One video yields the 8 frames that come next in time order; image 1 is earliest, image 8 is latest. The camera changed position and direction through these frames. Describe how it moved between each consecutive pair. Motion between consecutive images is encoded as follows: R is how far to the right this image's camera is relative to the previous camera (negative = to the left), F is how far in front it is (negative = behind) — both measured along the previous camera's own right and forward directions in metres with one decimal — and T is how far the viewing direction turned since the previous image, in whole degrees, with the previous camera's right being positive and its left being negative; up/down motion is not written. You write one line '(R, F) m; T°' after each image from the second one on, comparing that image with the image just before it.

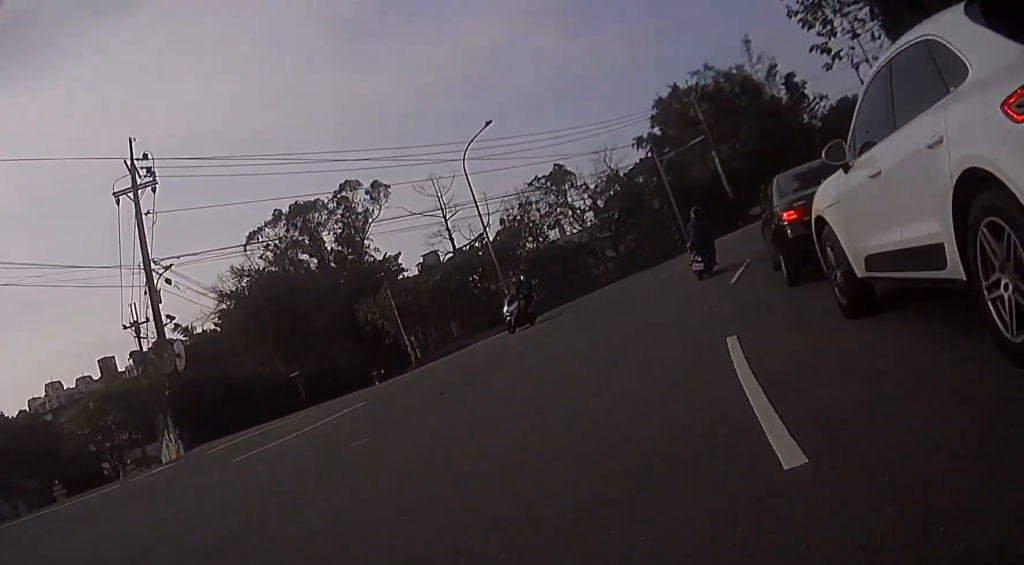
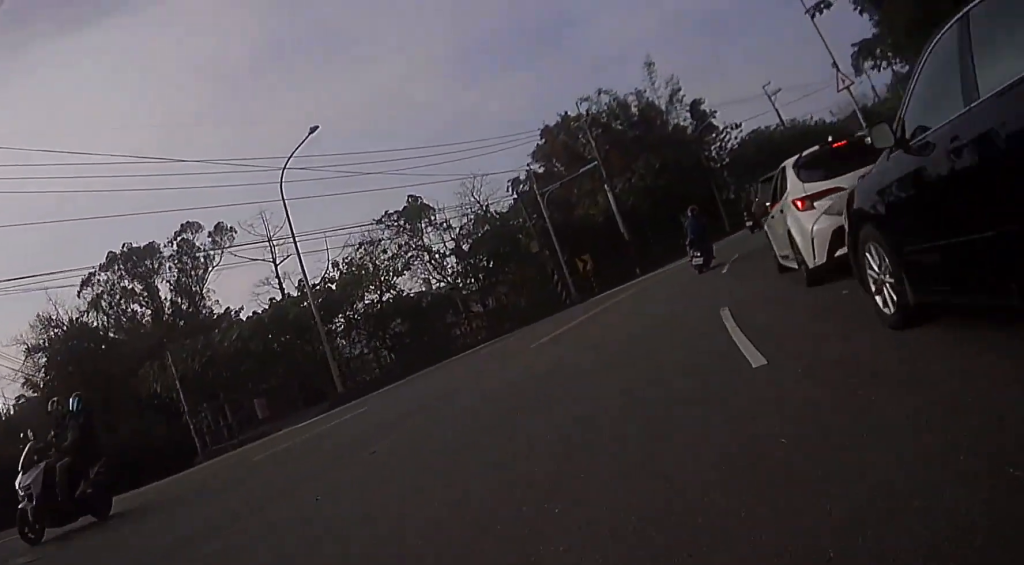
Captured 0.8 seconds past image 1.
(+0.9, +8.4) m; +15°
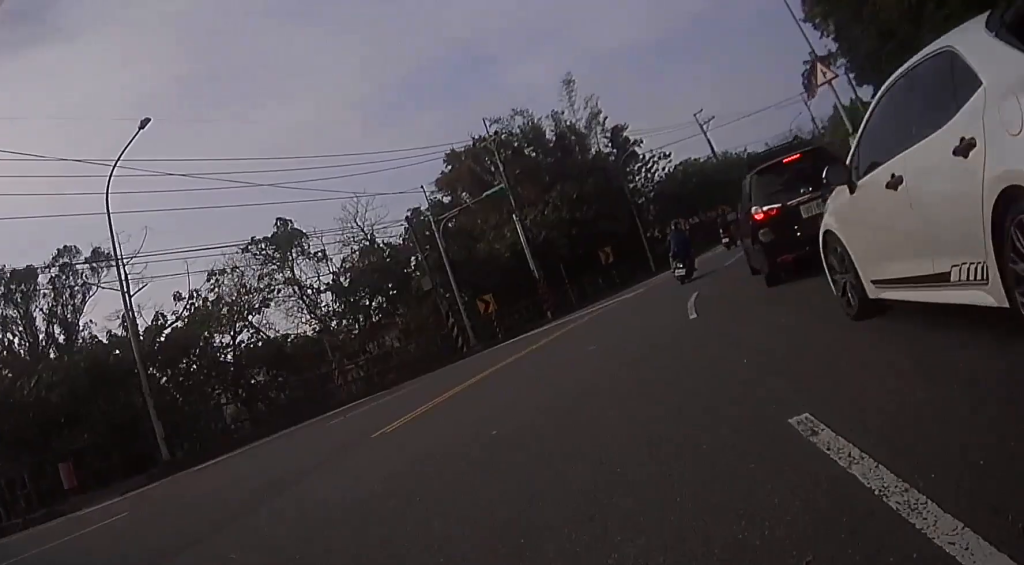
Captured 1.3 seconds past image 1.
(+0.9, +5.8) m; +7°
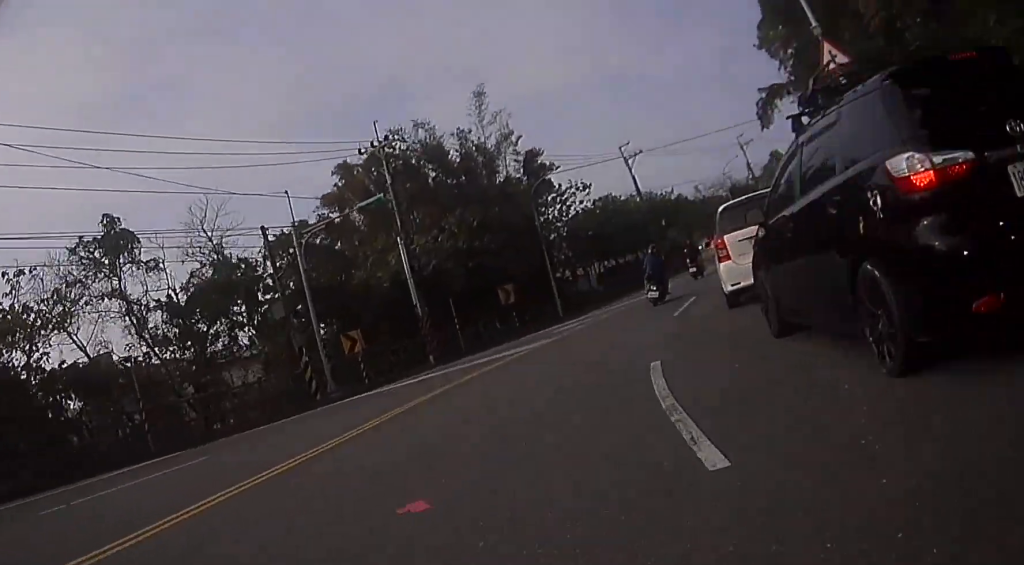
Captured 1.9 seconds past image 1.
(+0.4, +6.2) m; +6°
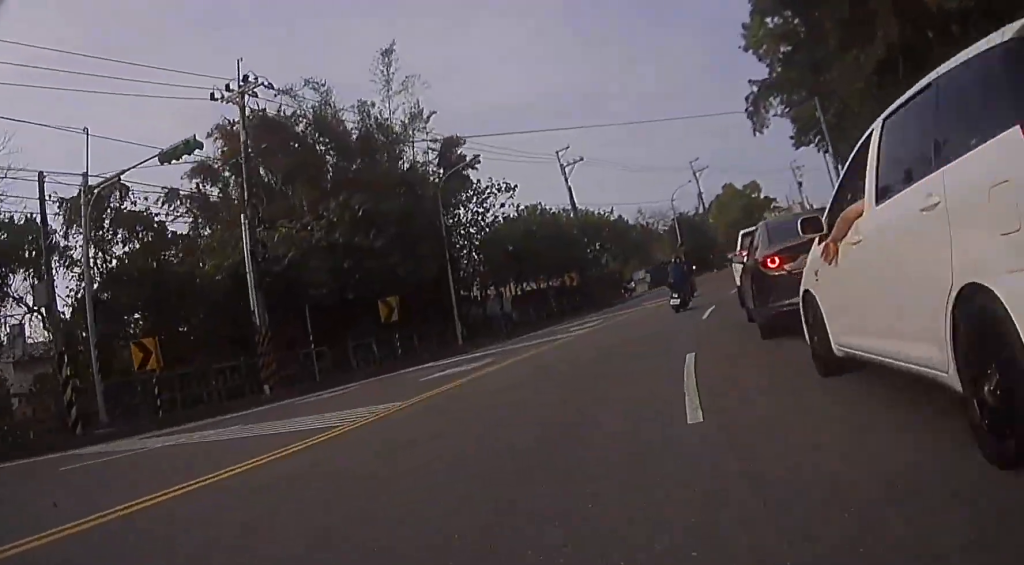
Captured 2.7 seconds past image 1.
(+0.6, +9.1) m; +4°
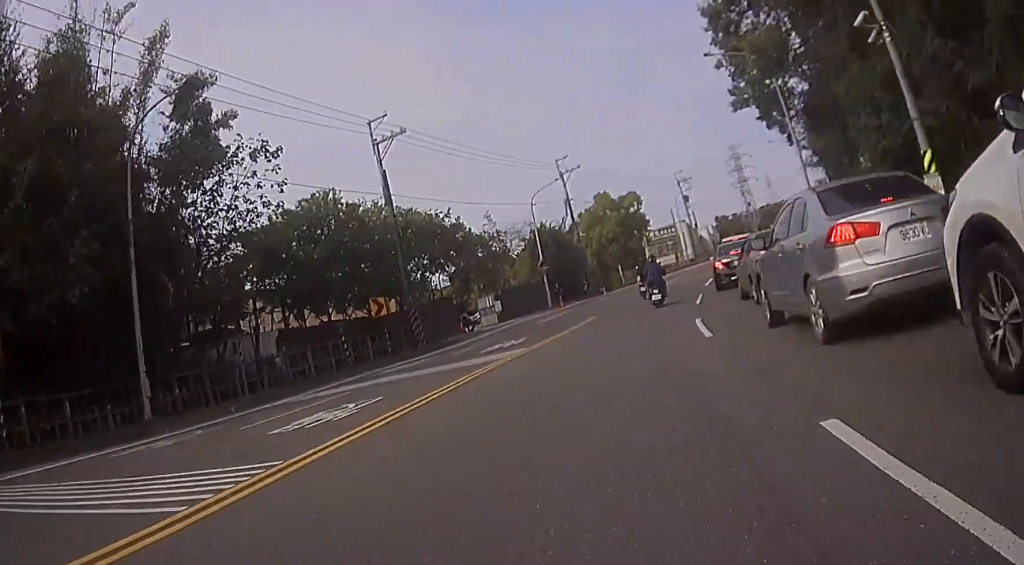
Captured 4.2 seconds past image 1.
(+1.3, +16.3) m; +13°
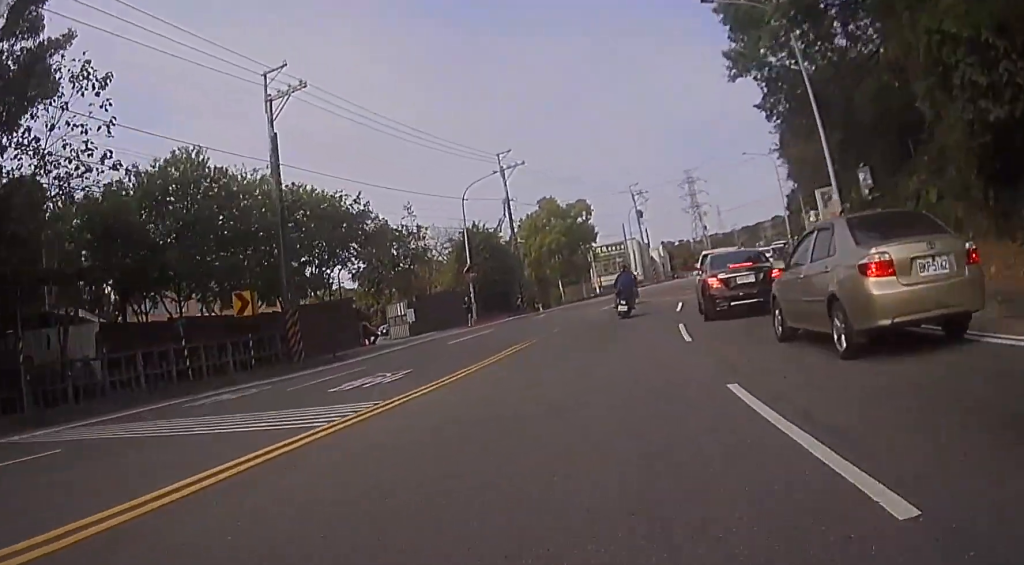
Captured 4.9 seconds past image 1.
(+0.7, +7.8) m; +7°
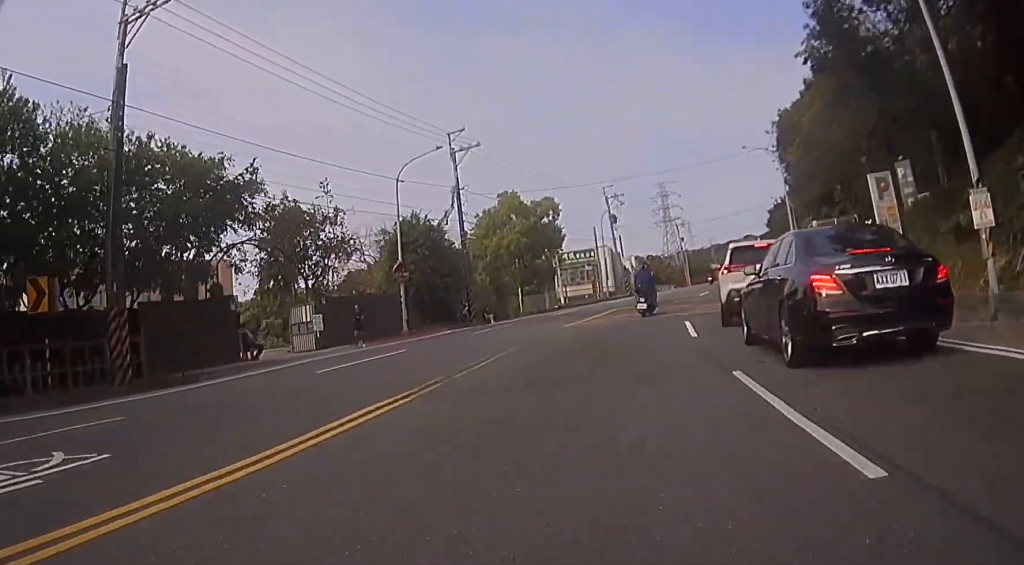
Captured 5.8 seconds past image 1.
(+0.1, +8.7) m; +6°
